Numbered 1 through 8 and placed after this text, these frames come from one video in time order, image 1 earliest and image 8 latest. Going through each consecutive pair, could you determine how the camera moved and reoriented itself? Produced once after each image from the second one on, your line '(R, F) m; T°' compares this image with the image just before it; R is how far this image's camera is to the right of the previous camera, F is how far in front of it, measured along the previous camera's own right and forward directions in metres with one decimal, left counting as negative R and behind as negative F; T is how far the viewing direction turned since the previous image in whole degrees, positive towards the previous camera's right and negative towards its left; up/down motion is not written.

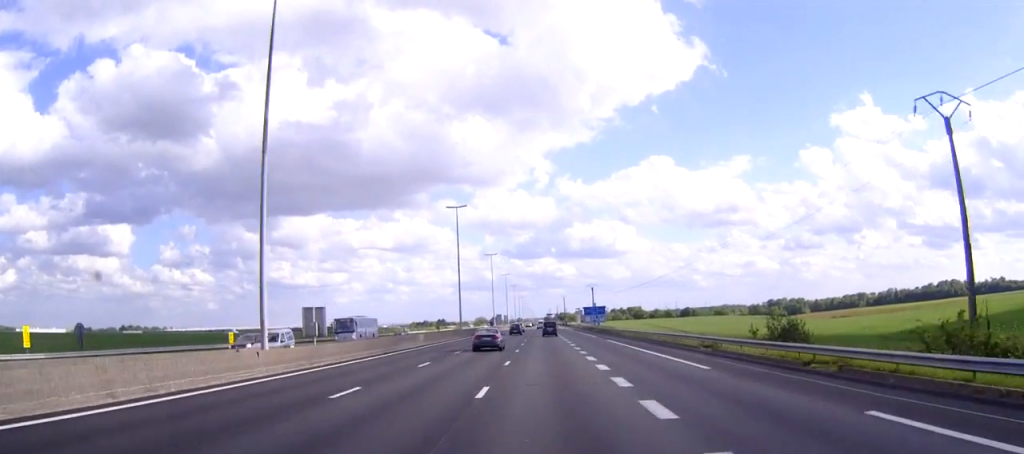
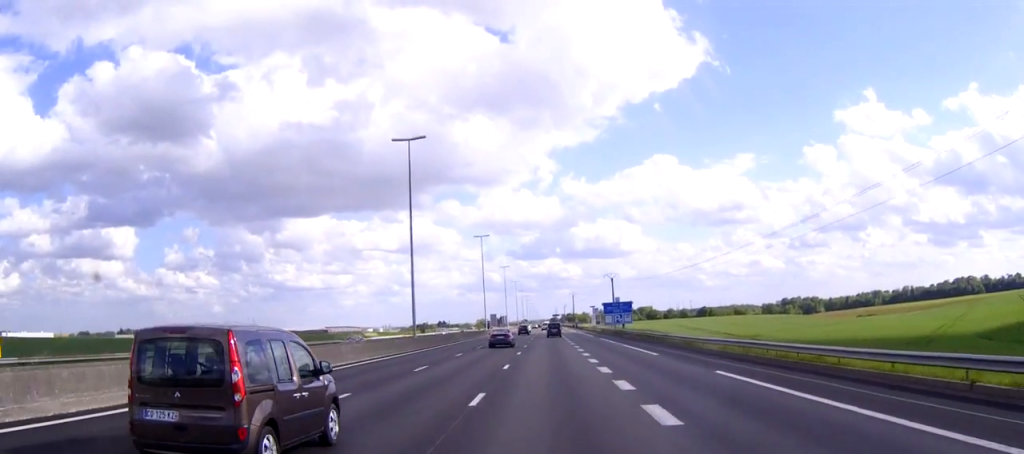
(0.0, +39.8) m; 0°
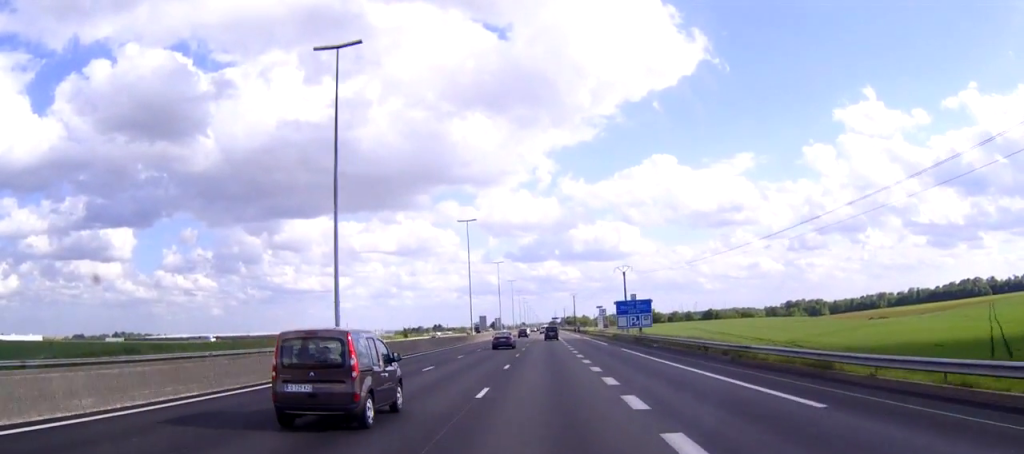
(0.0, +23.0) m; 0°
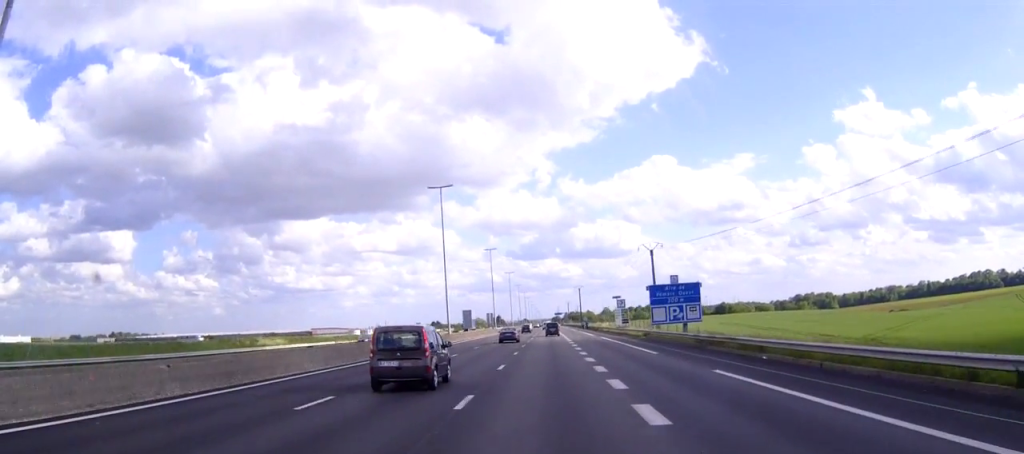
(0.0, +29.2) m; 0°
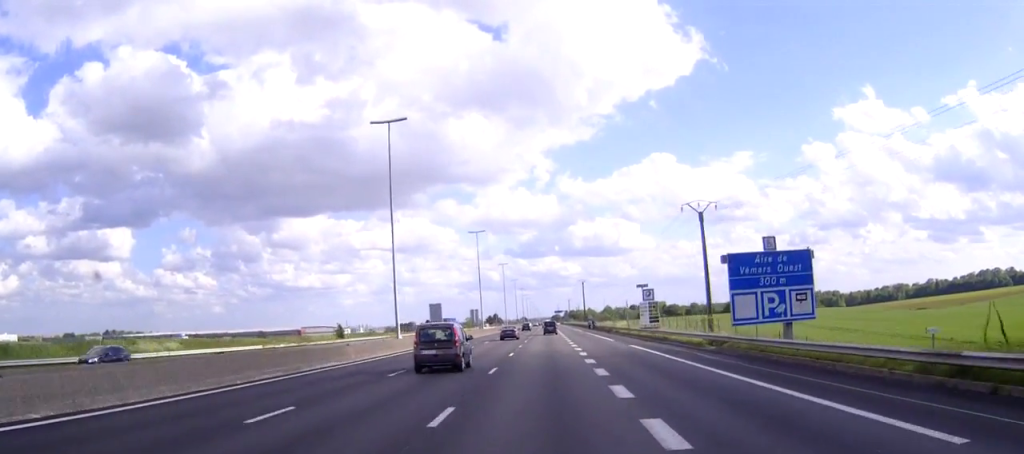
(0.0, +28.3) m; 0°
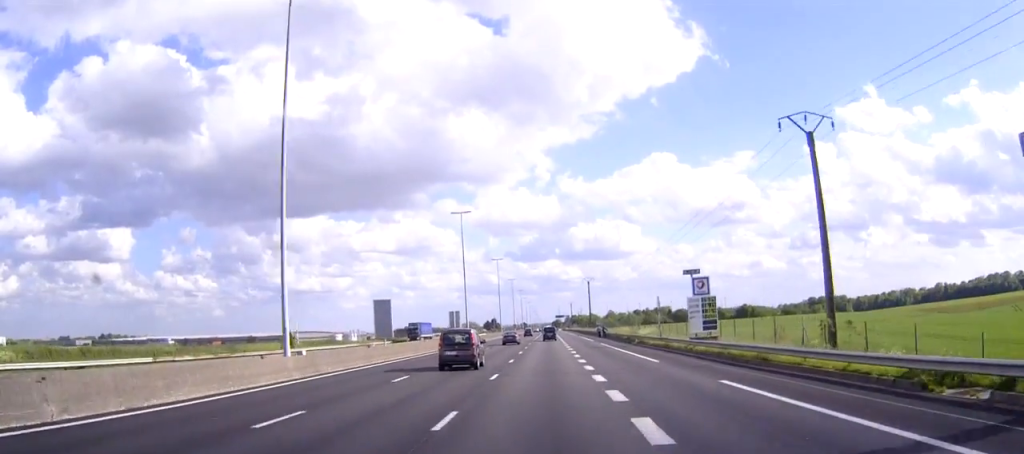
(-0.1, +24.8) m; 0°
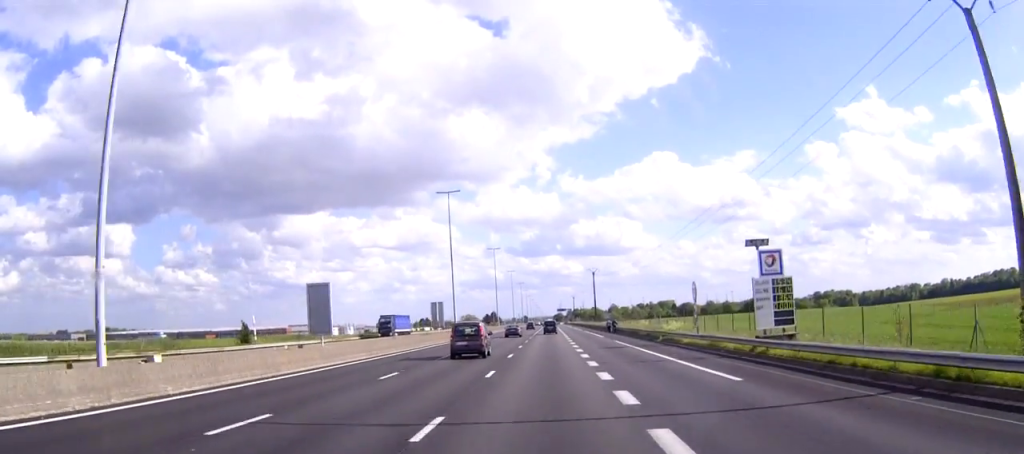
(0.0, +15.0) m; 0°
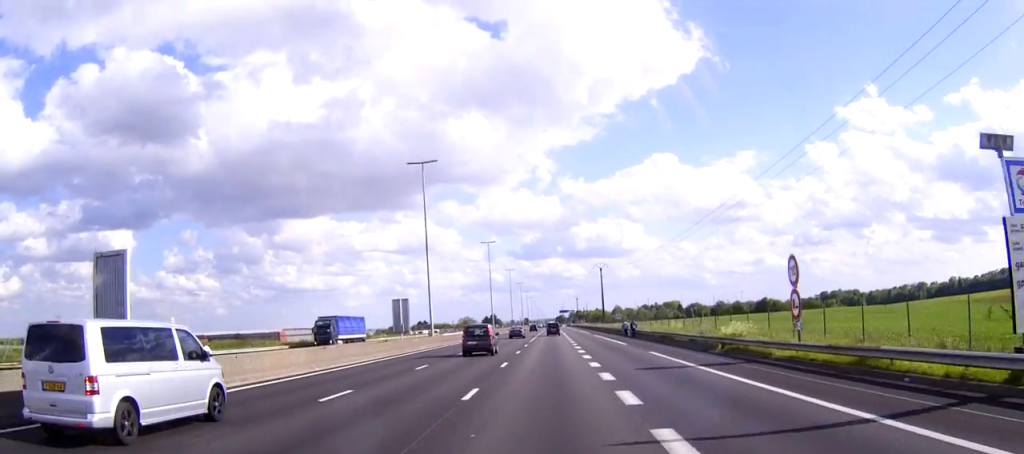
(0.0, +19.5) m; 0°
